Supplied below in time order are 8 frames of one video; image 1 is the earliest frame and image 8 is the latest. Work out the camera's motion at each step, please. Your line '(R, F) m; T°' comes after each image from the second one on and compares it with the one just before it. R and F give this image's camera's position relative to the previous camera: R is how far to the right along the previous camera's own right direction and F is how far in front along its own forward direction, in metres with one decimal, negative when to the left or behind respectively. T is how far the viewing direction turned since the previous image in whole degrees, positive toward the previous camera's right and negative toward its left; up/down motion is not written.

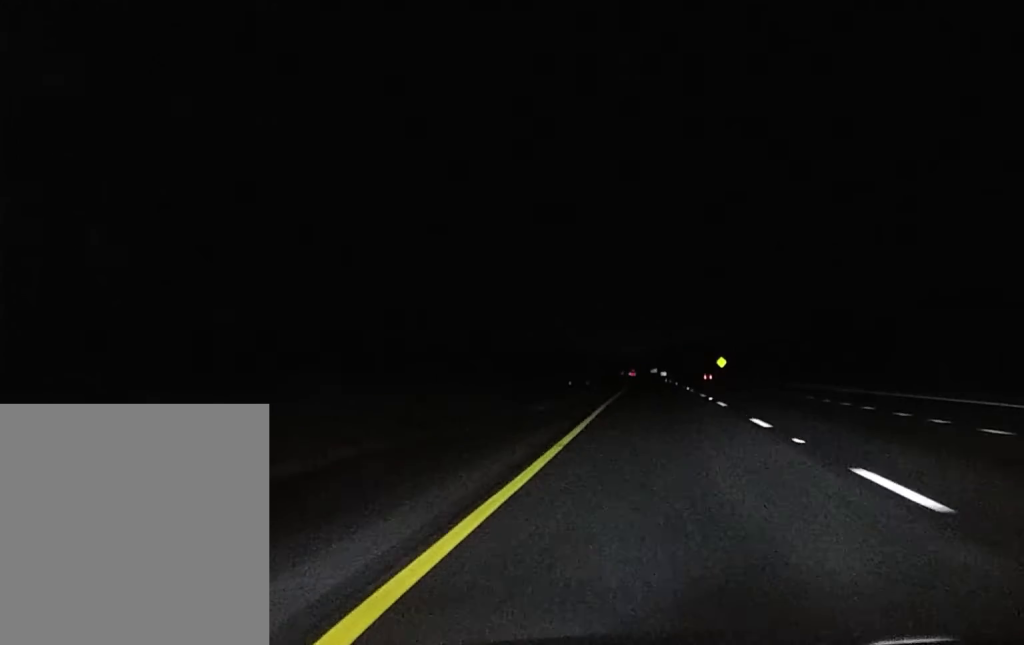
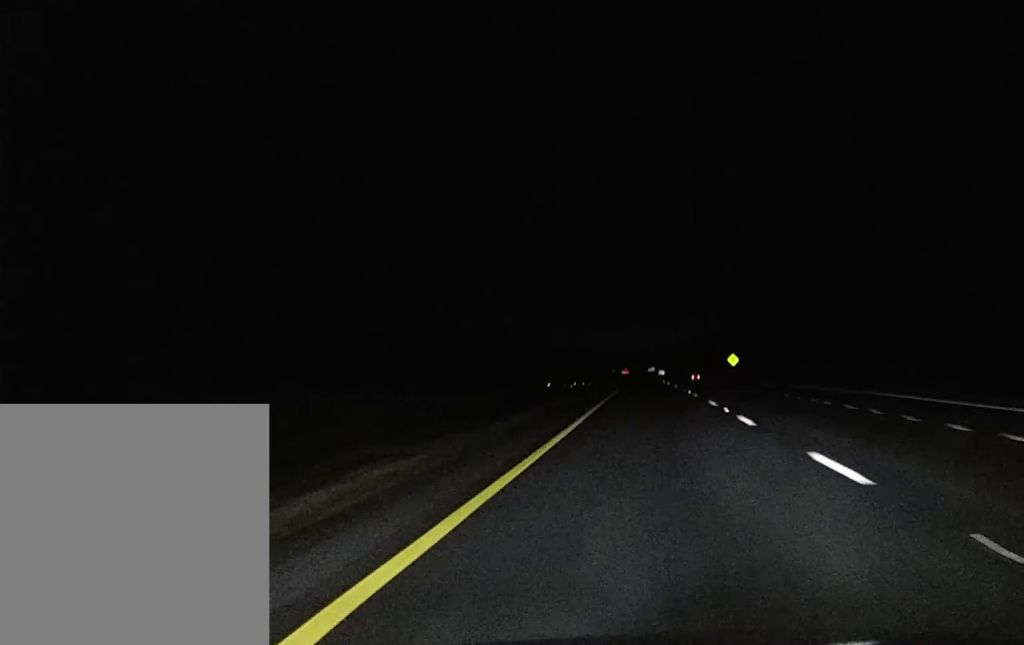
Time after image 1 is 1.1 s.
(0.0, +35.3) m; 0°
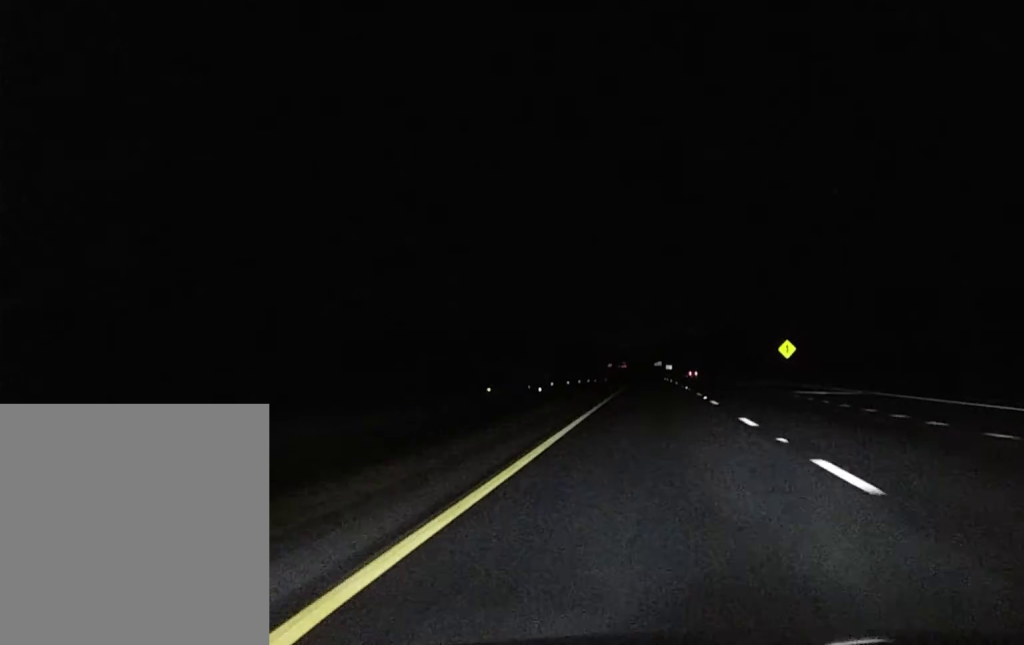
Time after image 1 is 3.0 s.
(-0.5, +60.0) m; -1°
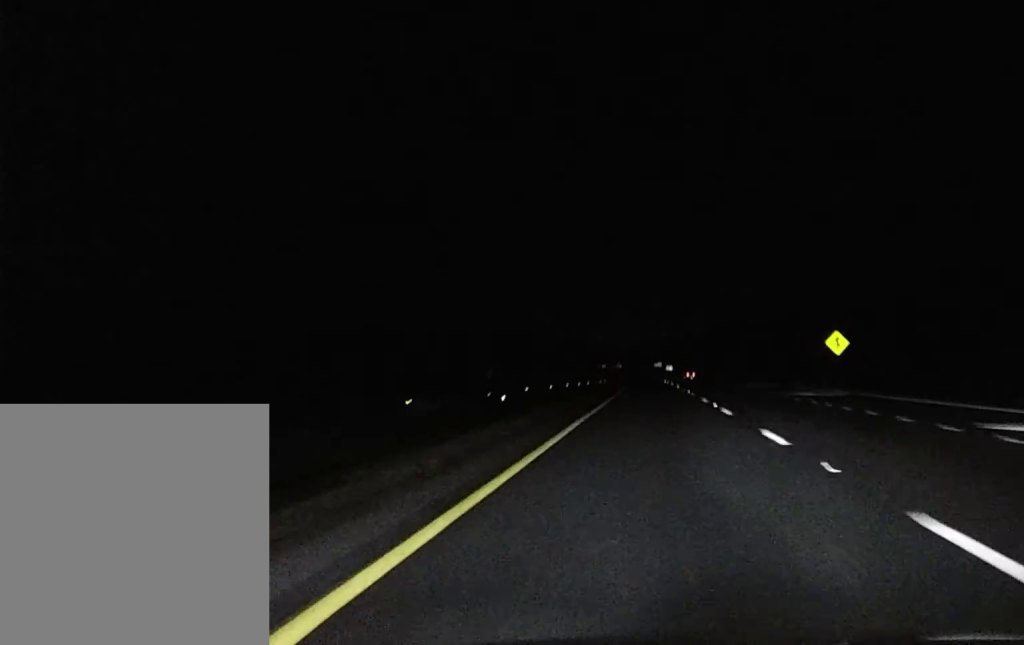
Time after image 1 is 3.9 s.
(-0.1, +29.8) m; 0°
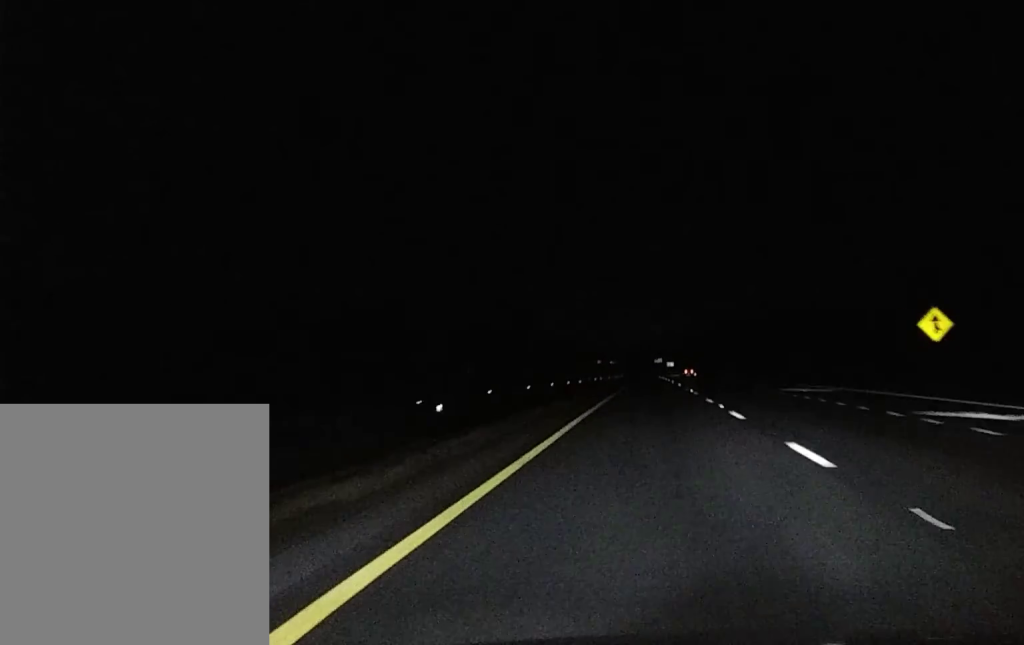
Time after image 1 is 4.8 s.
(+0.2, +28.0) m; 0°
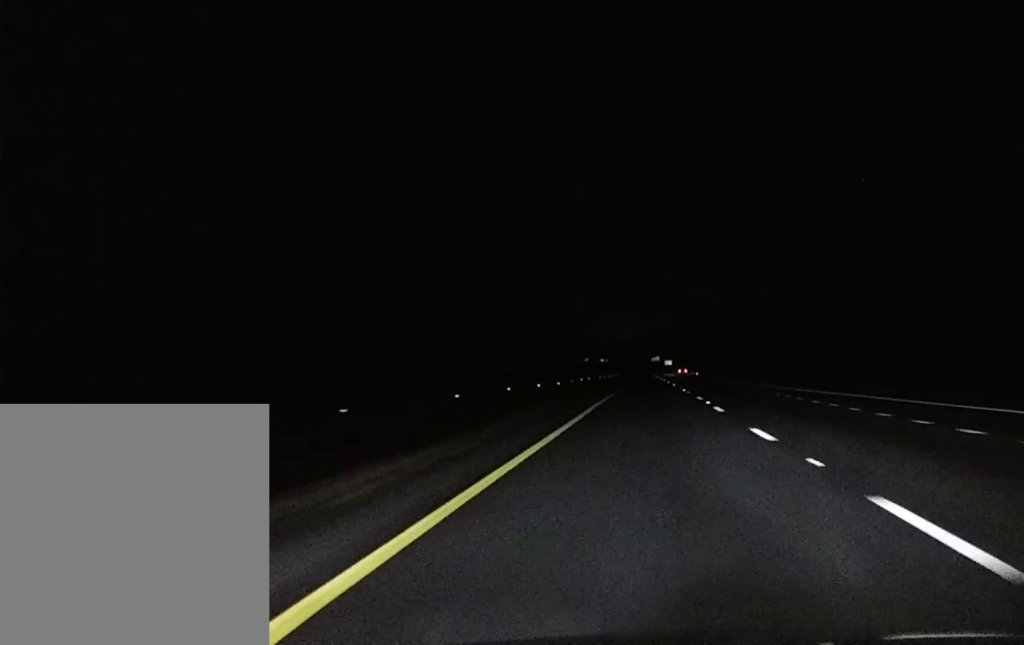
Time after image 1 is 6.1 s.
(+0.2, +43.6) m; 0°
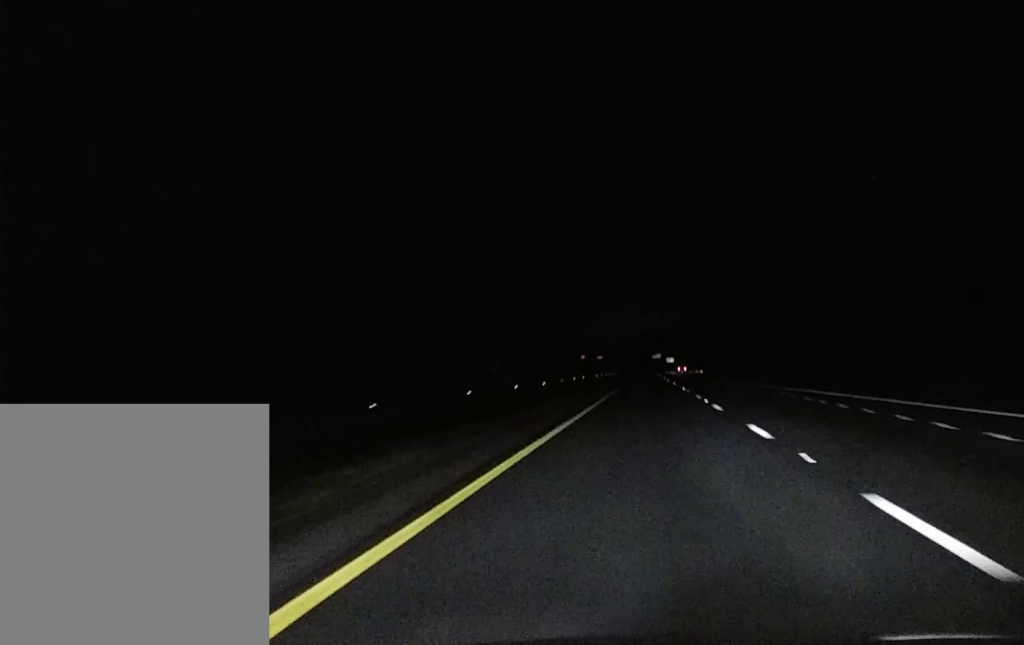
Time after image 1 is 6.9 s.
(-0.1, +25.5) m; 0°
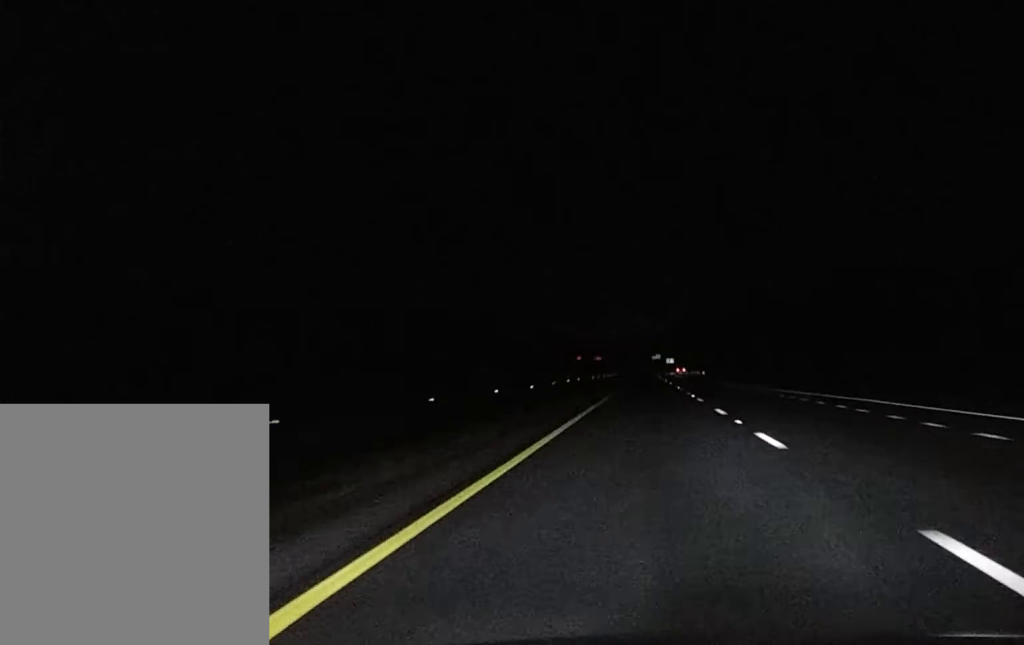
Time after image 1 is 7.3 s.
(0.0, +13.3) m; 0°
